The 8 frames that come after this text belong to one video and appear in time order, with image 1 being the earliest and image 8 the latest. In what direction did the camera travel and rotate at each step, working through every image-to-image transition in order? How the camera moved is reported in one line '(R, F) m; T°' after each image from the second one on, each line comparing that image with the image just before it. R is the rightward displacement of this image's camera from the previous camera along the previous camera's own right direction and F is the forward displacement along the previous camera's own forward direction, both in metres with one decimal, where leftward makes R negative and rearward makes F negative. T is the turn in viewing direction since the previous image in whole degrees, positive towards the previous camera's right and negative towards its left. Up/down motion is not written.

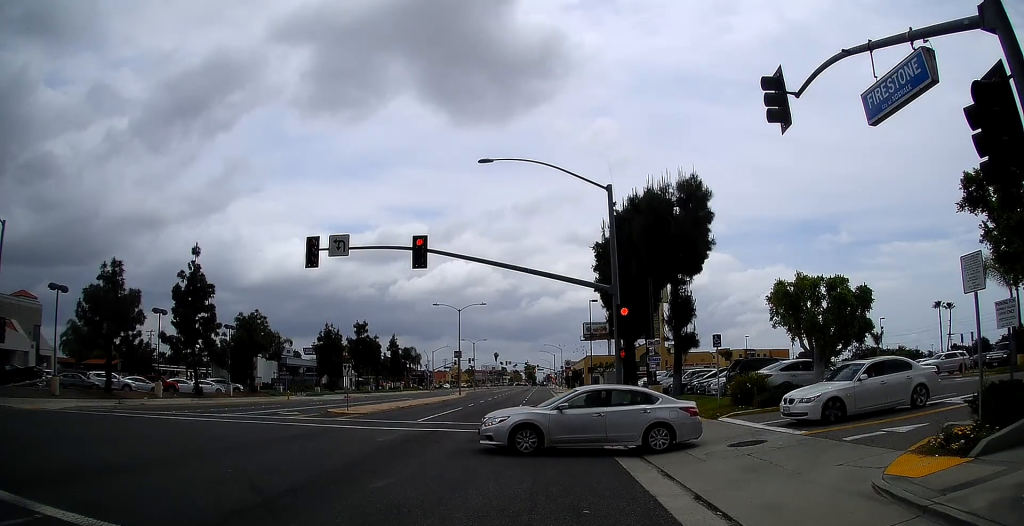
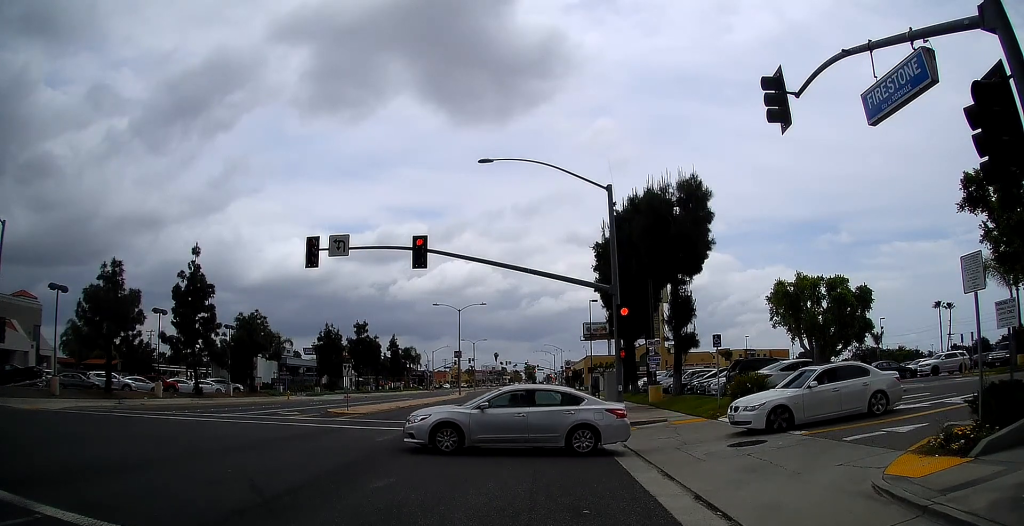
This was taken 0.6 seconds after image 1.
(0.0, 0.0) m; 0°
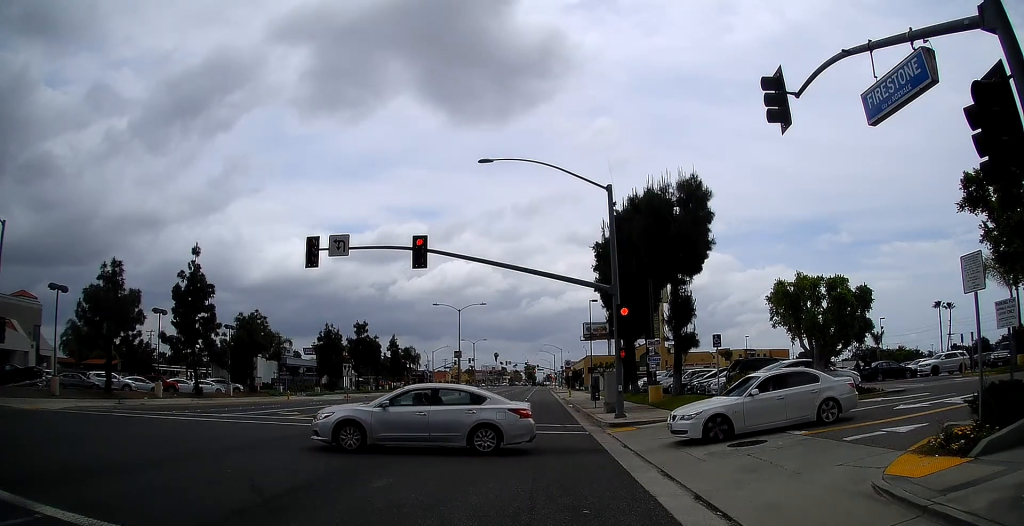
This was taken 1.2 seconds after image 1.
(0.0, 0.0) m; 0°
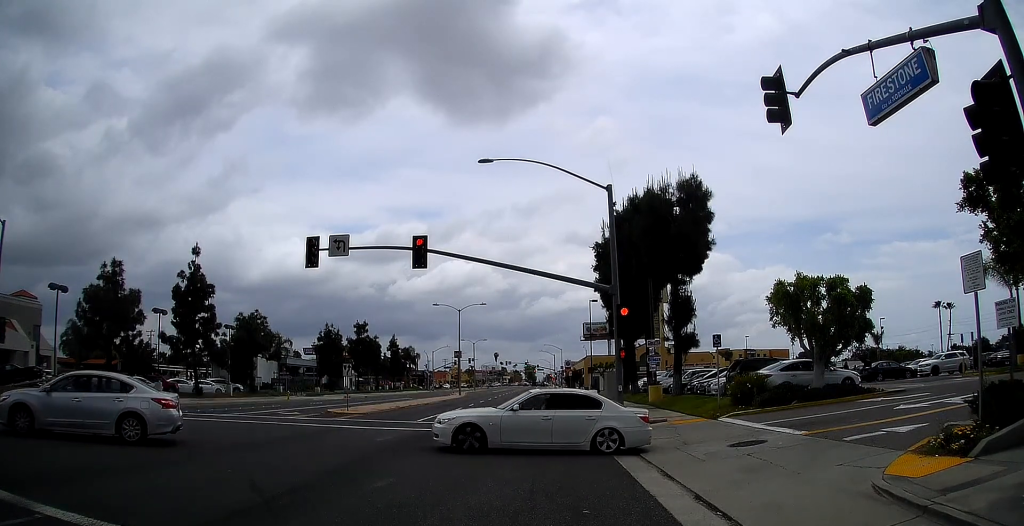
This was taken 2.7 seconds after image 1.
(0.0, 0.0) m; 0°
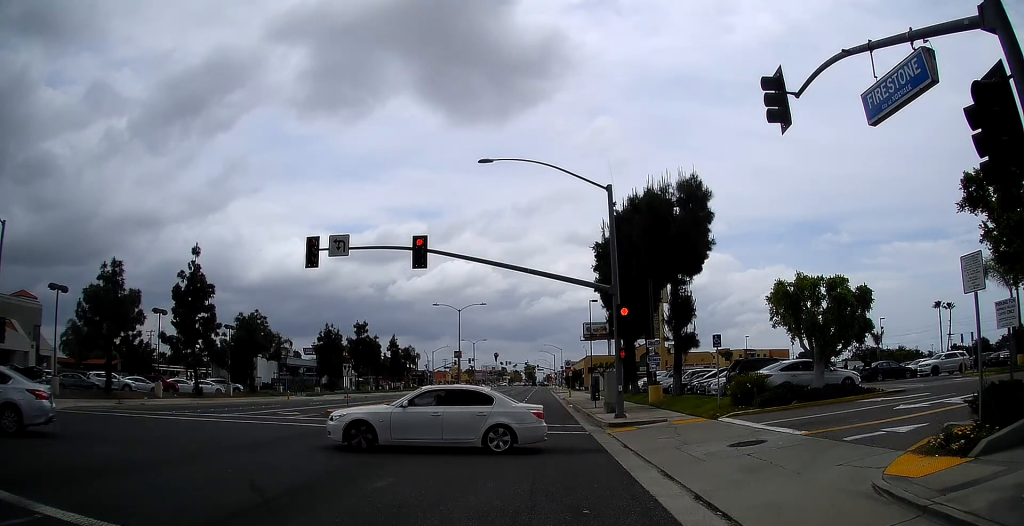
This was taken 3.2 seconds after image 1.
(0.0, 0.0) m; 0°
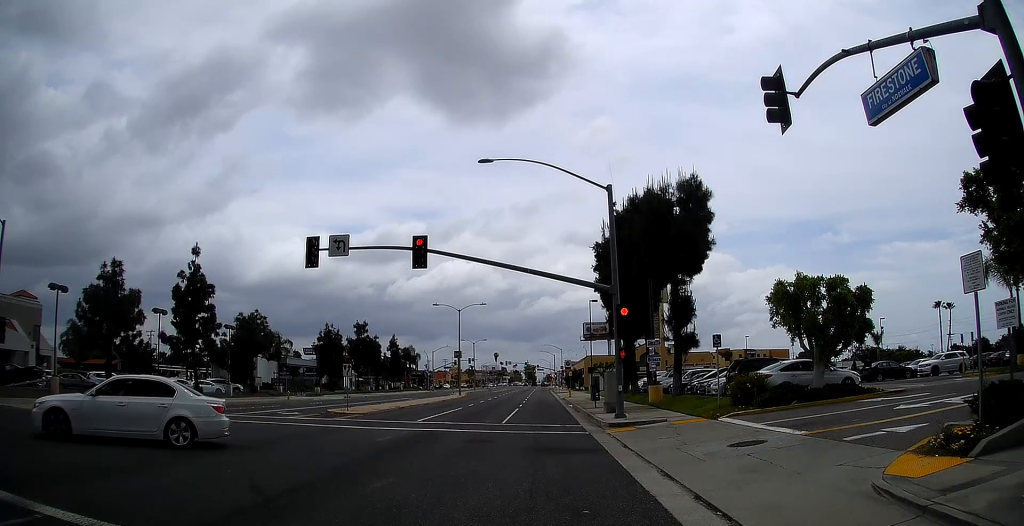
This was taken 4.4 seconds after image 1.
(0.0, 0.0) m; 0°
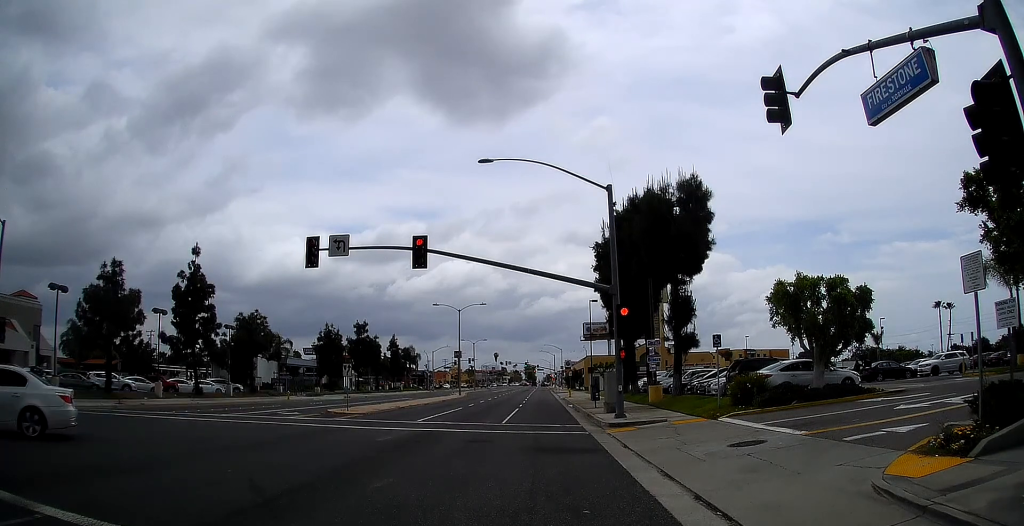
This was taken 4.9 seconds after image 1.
(0.0, 0.0) m; 0°
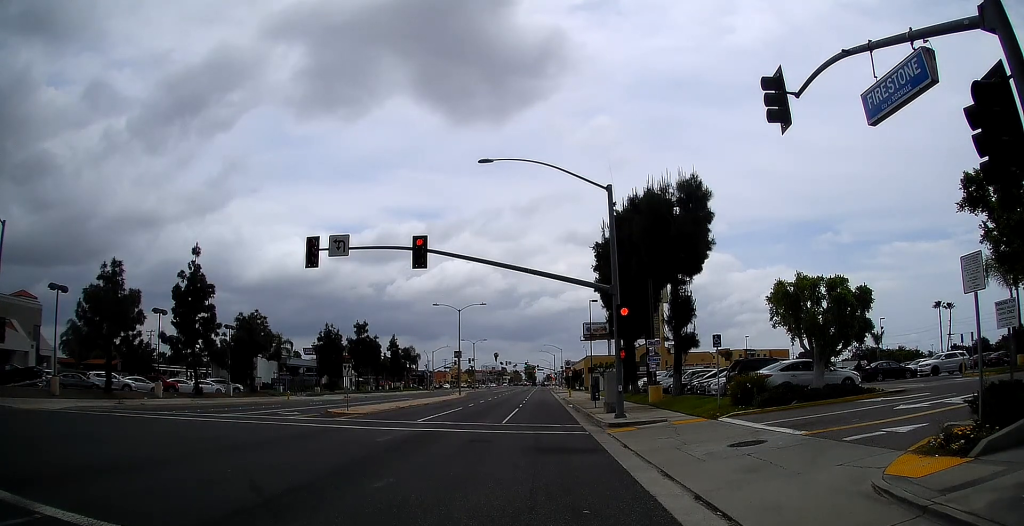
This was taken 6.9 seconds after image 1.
(0.0, 0.0) m; 0°
